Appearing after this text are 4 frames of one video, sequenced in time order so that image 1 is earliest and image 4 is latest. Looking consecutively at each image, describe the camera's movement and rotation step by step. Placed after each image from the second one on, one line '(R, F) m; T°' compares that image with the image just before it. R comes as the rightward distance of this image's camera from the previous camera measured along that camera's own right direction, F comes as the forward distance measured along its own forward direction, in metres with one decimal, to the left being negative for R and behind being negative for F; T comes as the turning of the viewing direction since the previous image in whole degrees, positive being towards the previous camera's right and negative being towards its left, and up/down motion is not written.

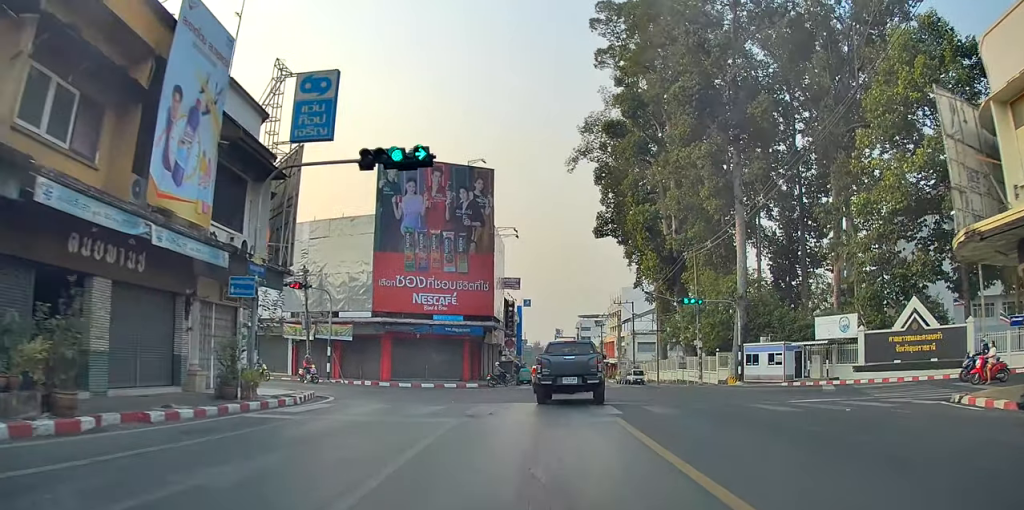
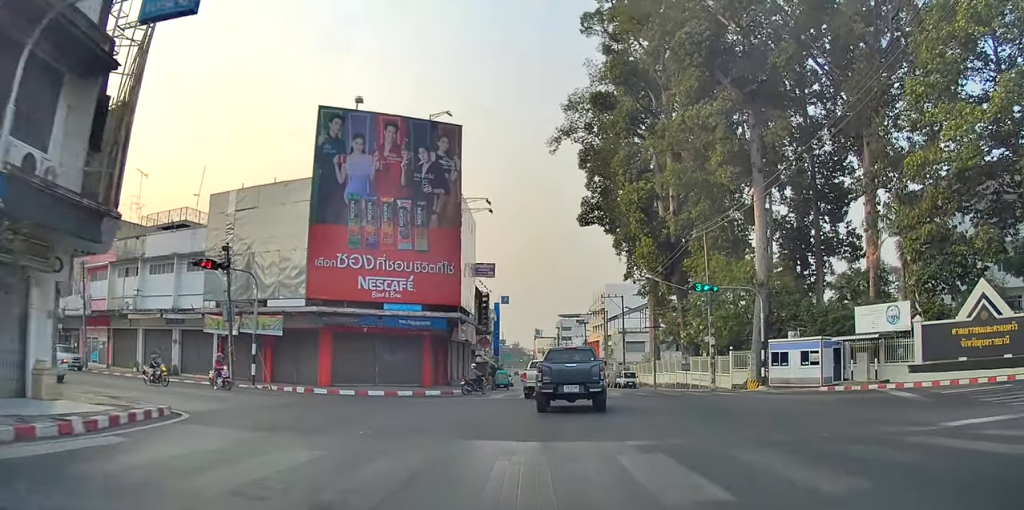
(-0.2, +9.0) m; +2°
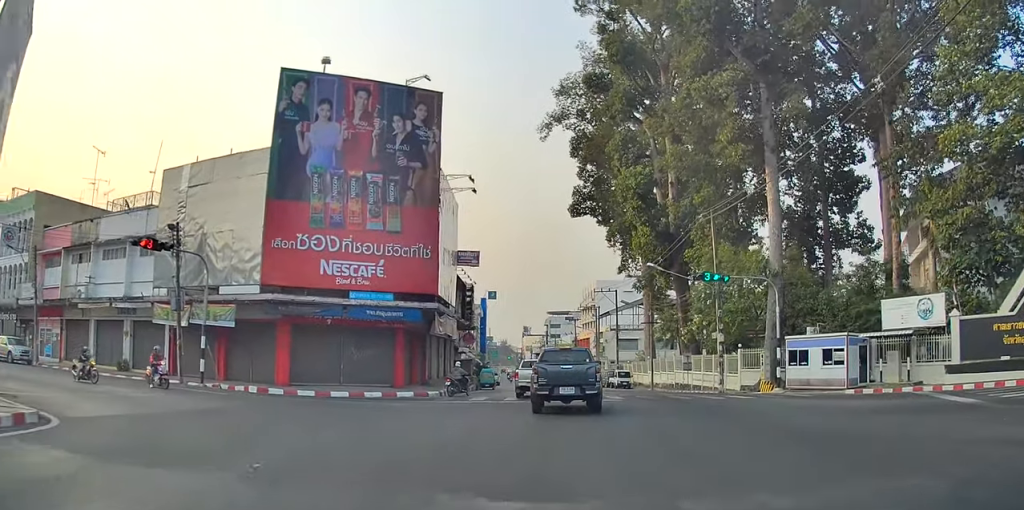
(+0.2, +4.5) m; +3°
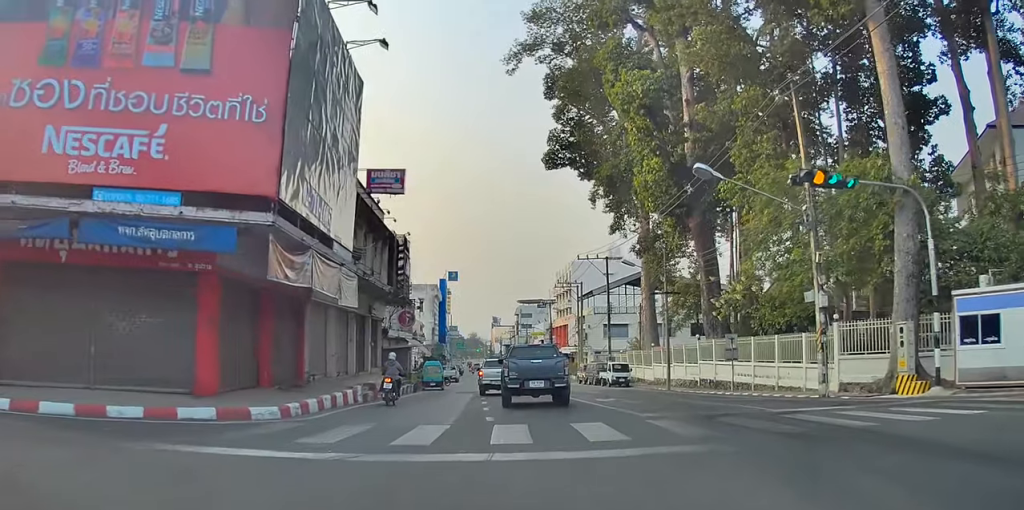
(+0.1, +17.0) m; +1°
